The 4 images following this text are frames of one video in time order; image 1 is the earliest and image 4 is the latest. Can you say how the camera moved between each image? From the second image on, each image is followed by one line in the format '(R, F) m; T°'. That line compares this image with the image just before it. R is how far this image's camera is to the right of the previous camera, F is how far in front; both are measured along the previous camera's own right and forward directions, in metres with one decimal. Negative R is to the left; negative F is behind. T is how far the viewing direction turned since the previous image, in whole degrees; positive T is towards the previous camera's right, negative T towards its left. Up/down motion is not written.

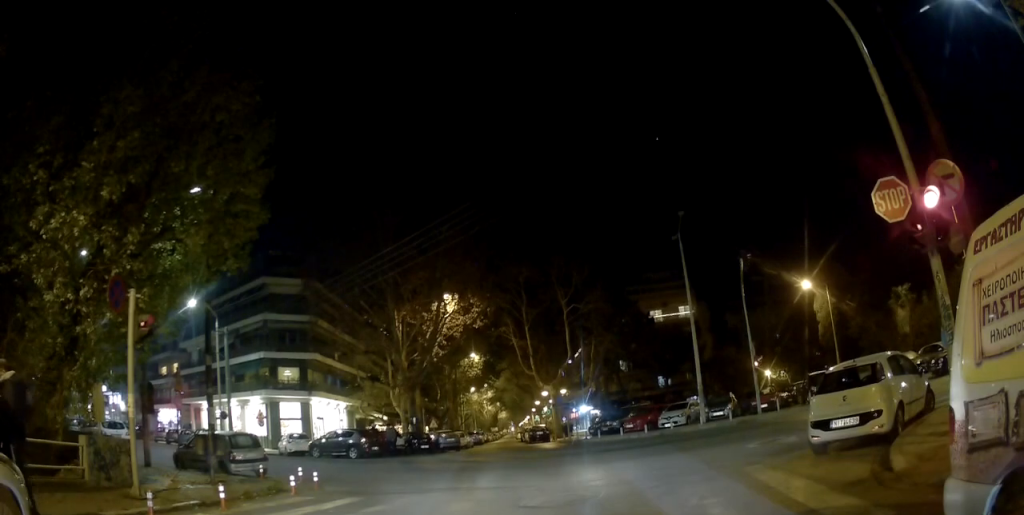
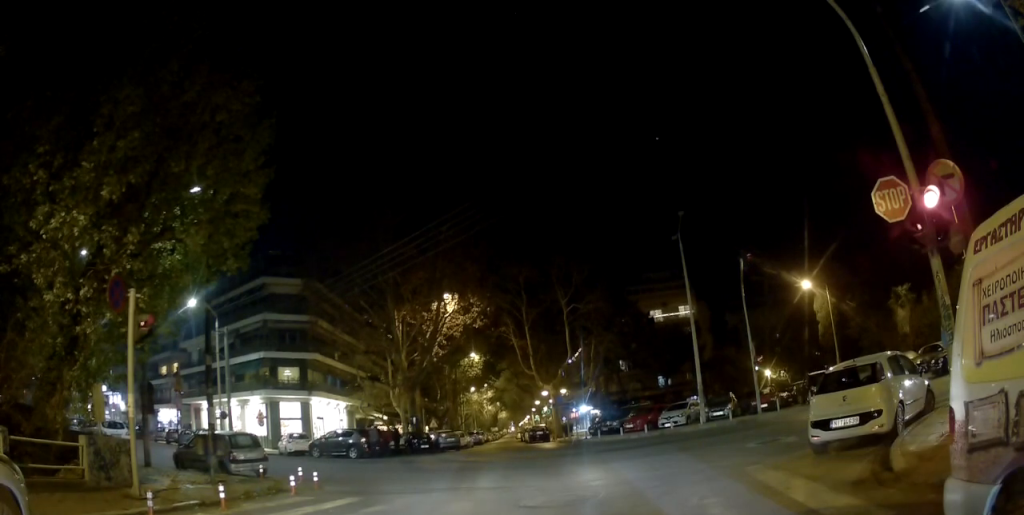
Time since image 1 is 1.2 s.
(0.0, 0.0) m; 0°
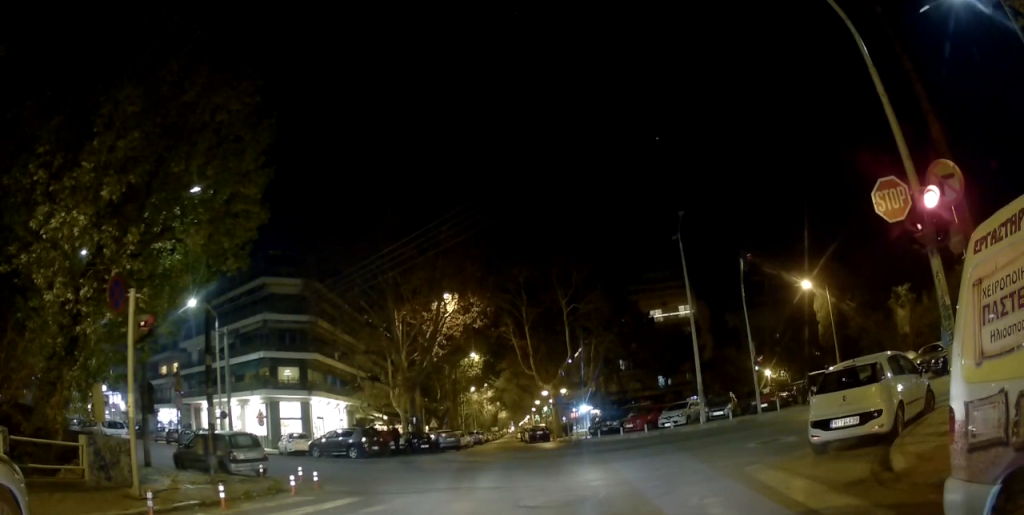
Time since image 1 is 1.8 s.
(0.0, 0.0) m; 0°
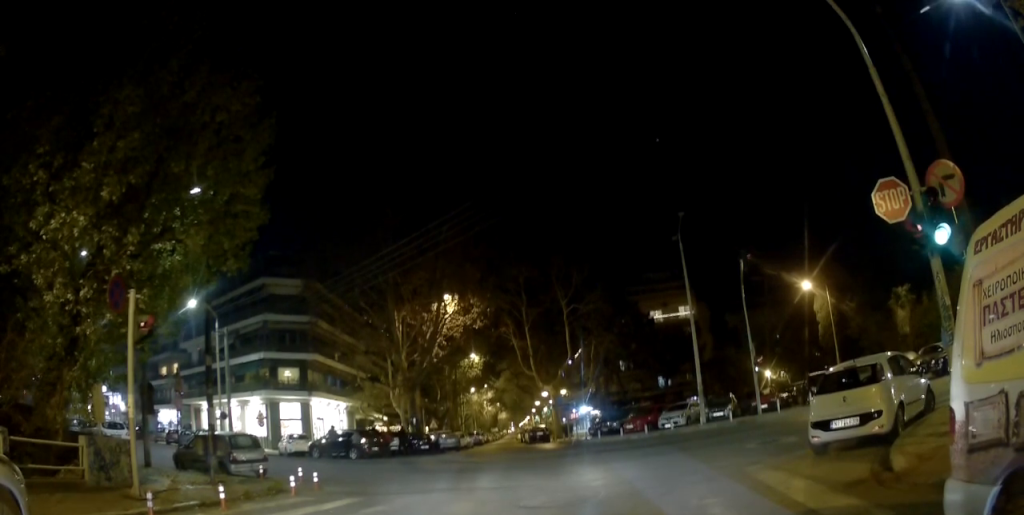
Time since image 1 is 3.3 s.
(-0.1, +0.2) m; +1°
